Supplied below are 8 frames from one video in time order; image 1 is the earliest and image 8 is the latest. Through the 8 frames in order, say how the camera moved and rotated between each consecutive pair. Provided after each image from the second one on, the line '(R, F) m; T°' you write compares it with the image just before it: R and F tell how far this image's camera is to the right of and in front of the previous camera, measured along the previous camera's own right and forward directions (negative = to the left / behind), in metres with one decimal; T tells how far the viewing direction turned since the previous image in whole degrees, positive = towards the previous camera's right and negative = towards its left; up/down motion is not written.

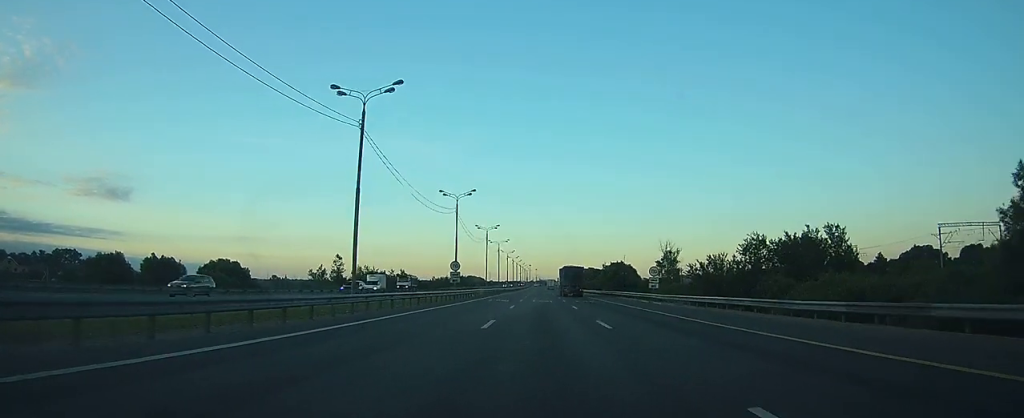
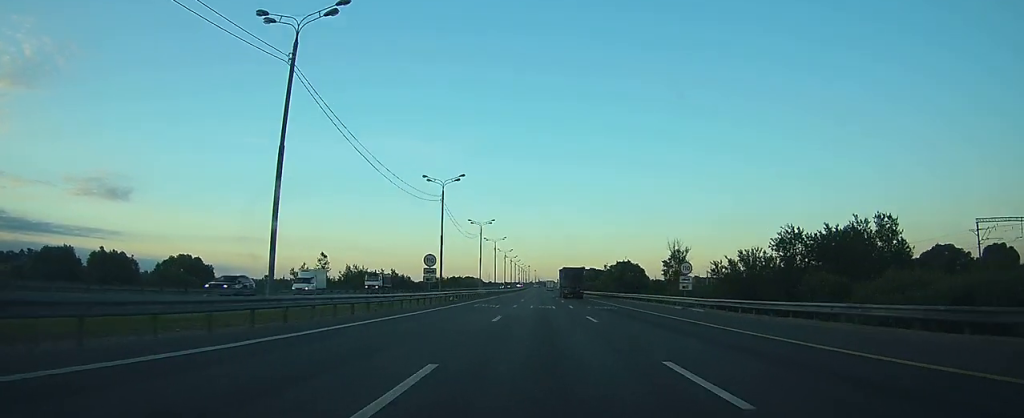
(0.0, +11.9) m; 0°
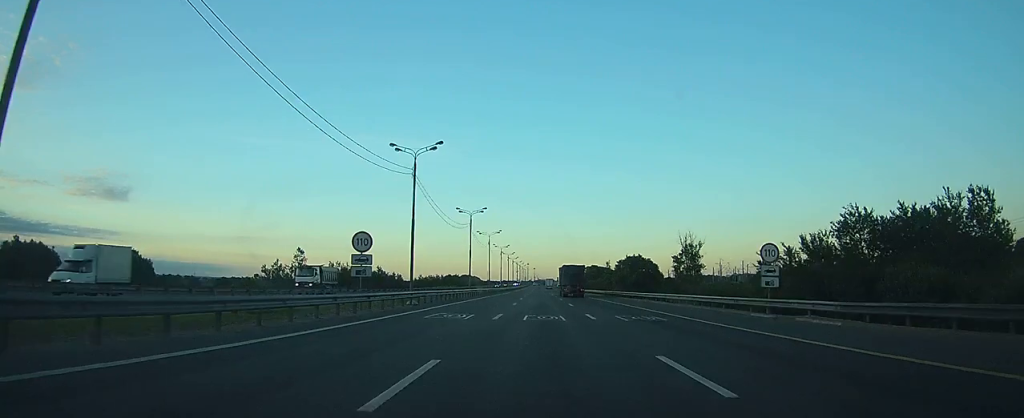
(0.0, +15.5) m; 0°
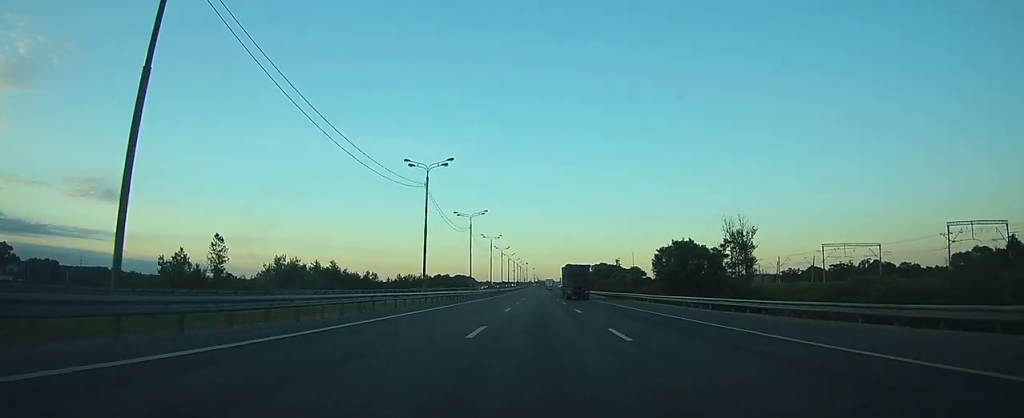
(+0.1, +39.3) m; 0°
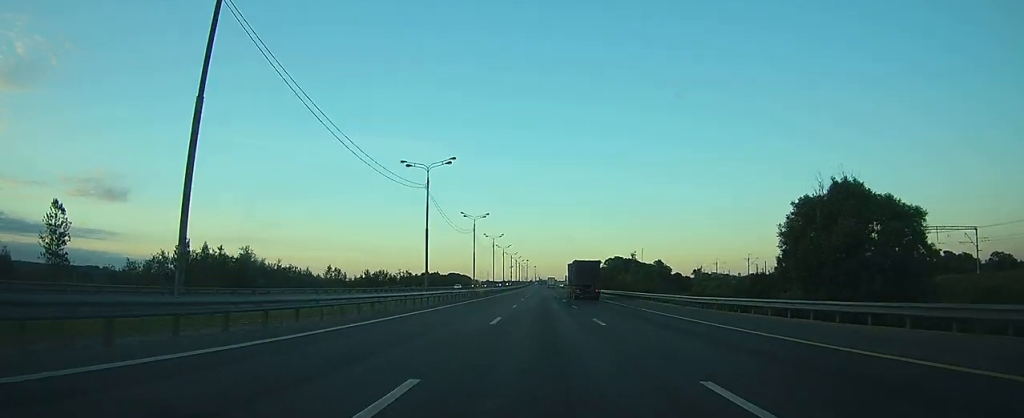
(-0.1, +42.1) m; 0°
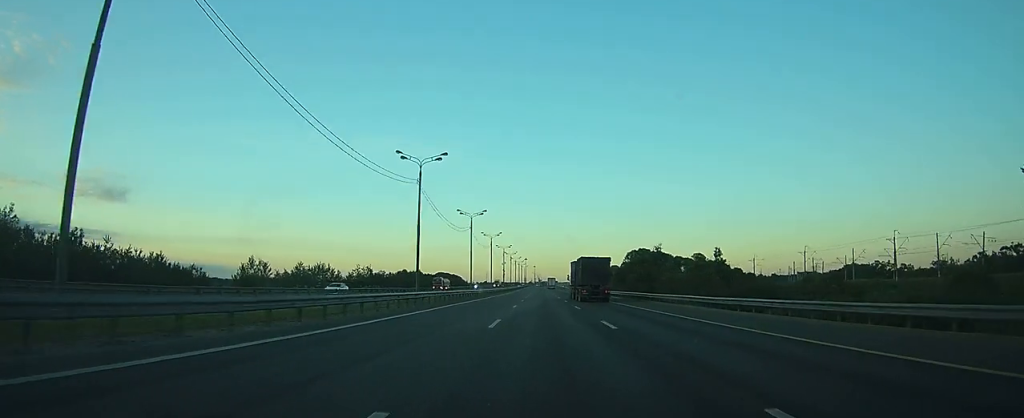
(-0.2, +49.5) m; 0°
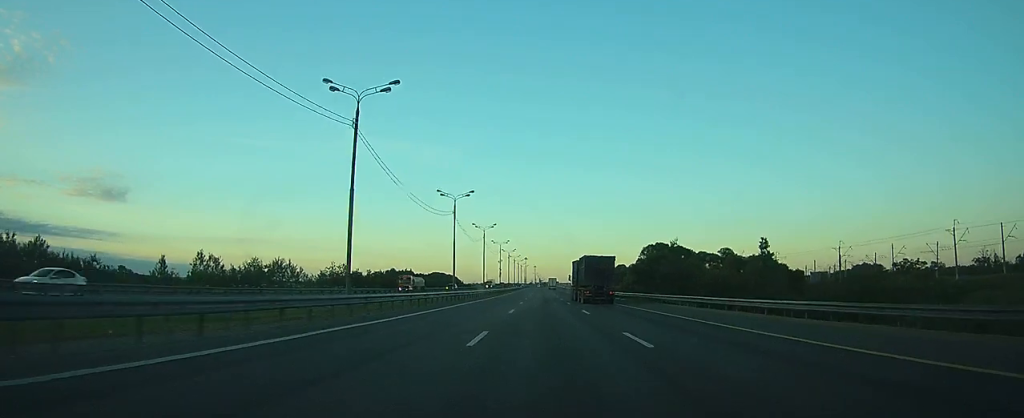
(0.0, +21.2) m; 0°
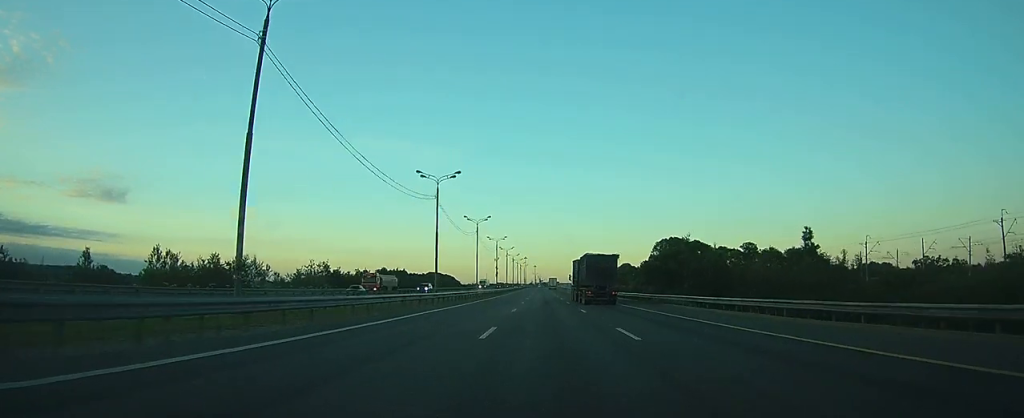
(0.0, +13.8) m; 0°
